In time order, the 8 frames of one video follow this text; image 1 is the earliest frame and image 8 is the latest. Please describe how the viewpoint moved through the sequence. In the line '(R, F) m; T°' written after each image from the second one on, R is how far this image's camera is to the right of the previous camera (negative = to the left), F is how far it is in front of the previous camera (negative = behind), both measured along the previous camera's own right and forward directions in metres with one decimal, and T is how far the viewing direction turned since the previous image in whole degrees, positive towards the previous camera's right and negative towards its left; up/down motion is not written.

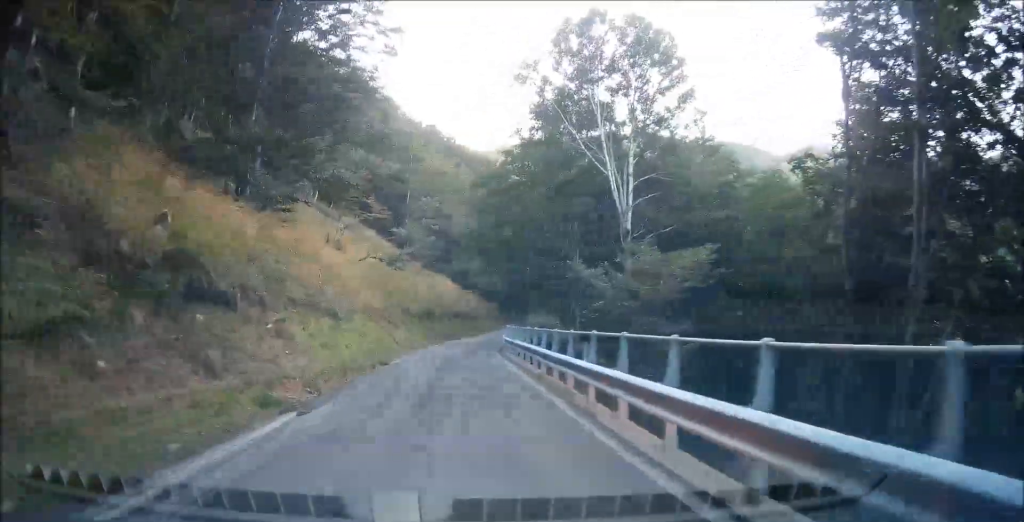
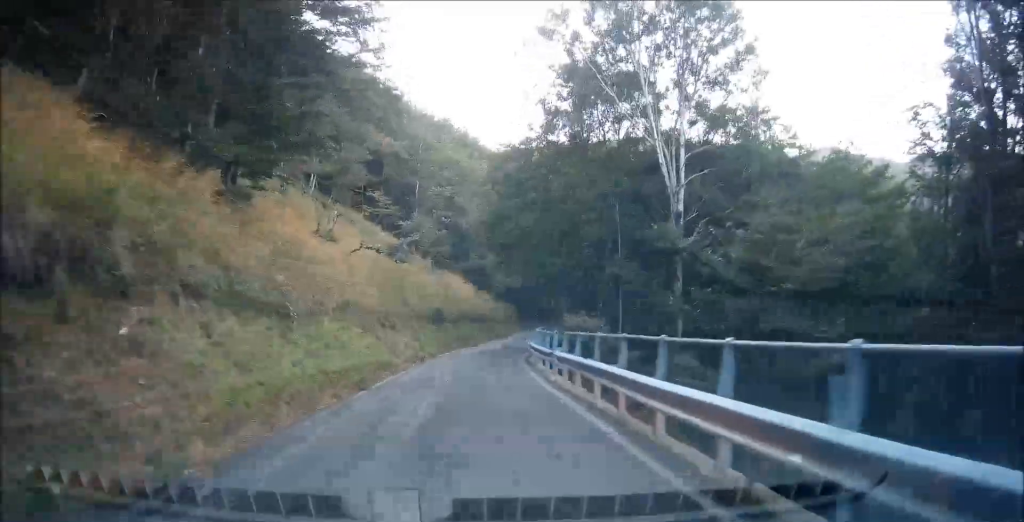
(-0.2, +6.1) m; -1°
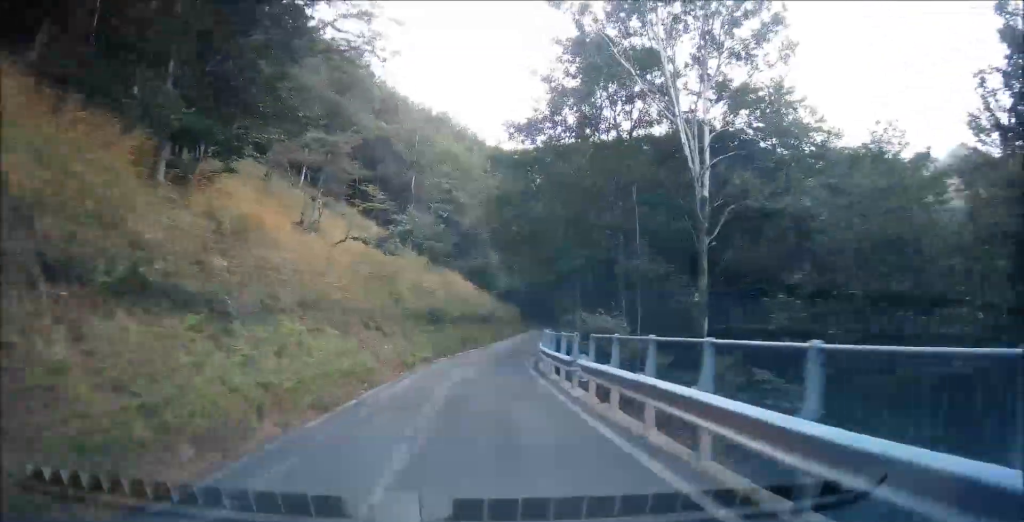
(+0.1, +3.1) m; +1°
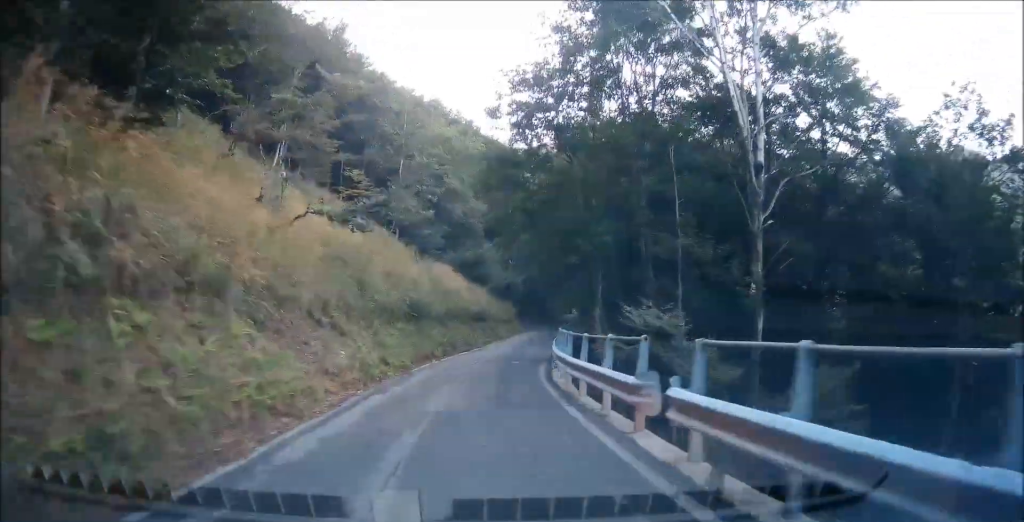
(0.0, +5.5) m; -1°
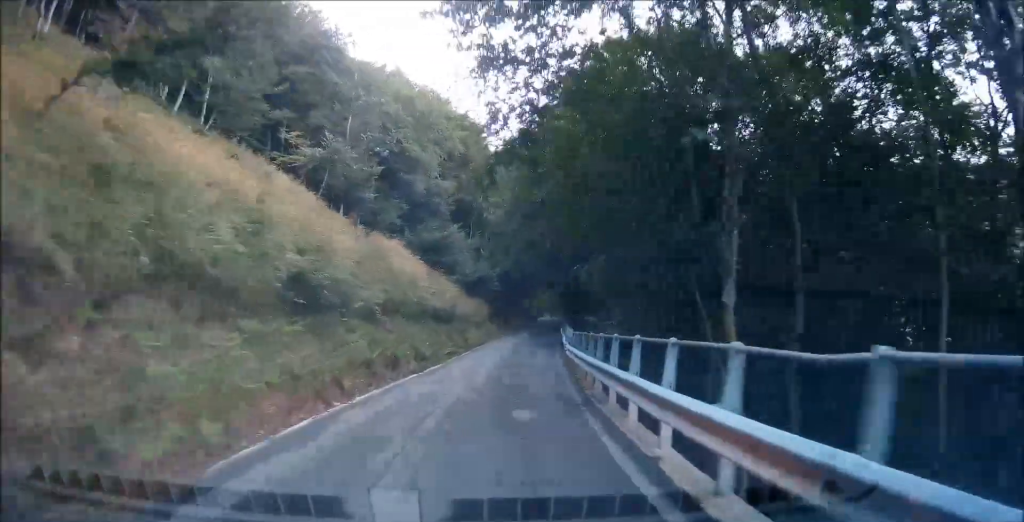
(-0.4, +12.4) m; -2°
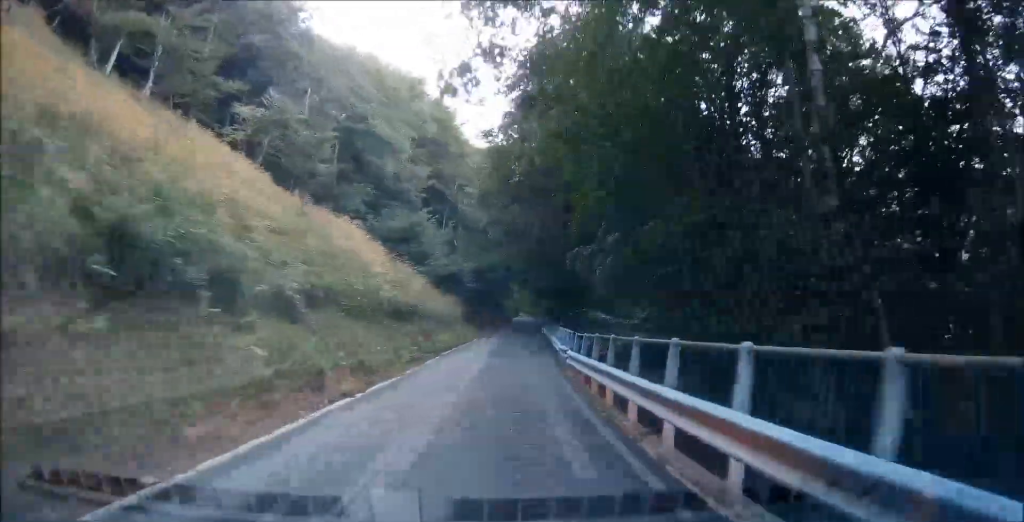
(0.0, +5.7) m; 0°
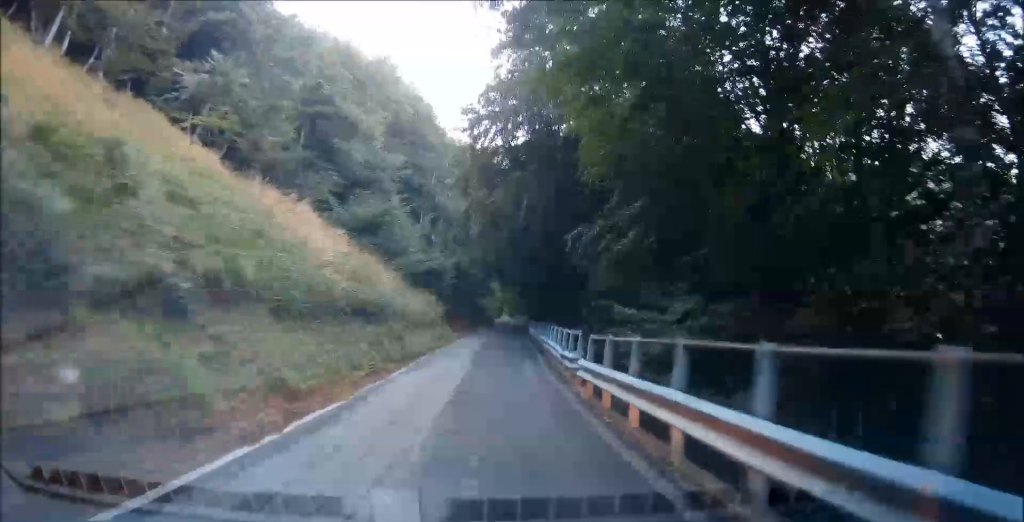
(+0.2, +4.2) m; -2°
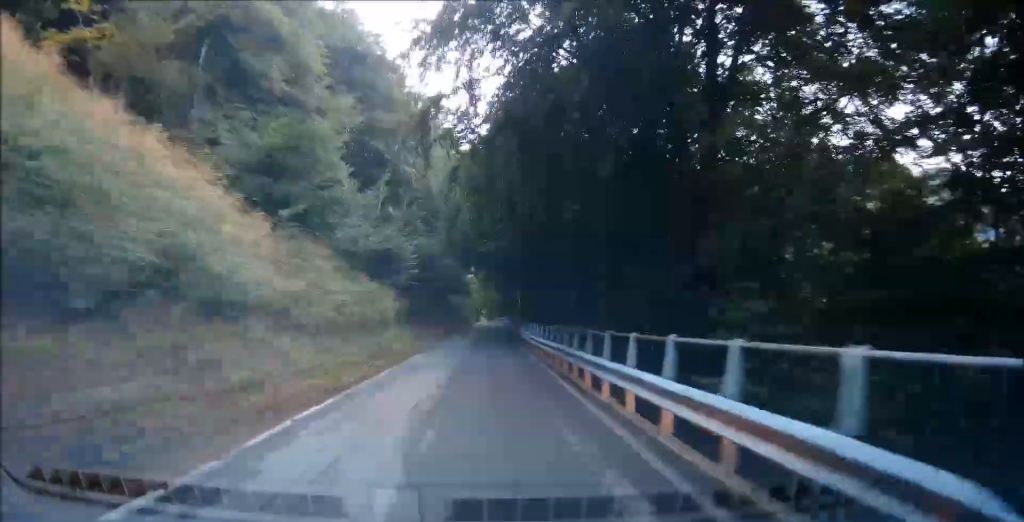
(-0.9, +13.4) m; 0°
